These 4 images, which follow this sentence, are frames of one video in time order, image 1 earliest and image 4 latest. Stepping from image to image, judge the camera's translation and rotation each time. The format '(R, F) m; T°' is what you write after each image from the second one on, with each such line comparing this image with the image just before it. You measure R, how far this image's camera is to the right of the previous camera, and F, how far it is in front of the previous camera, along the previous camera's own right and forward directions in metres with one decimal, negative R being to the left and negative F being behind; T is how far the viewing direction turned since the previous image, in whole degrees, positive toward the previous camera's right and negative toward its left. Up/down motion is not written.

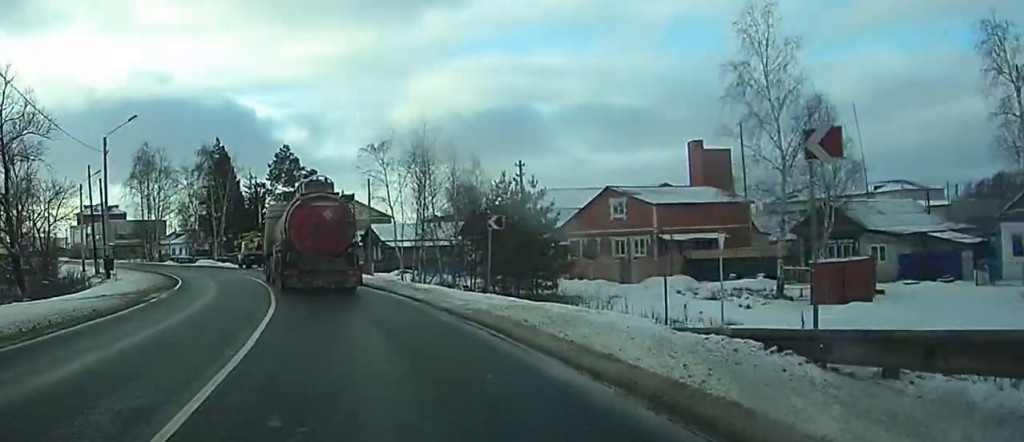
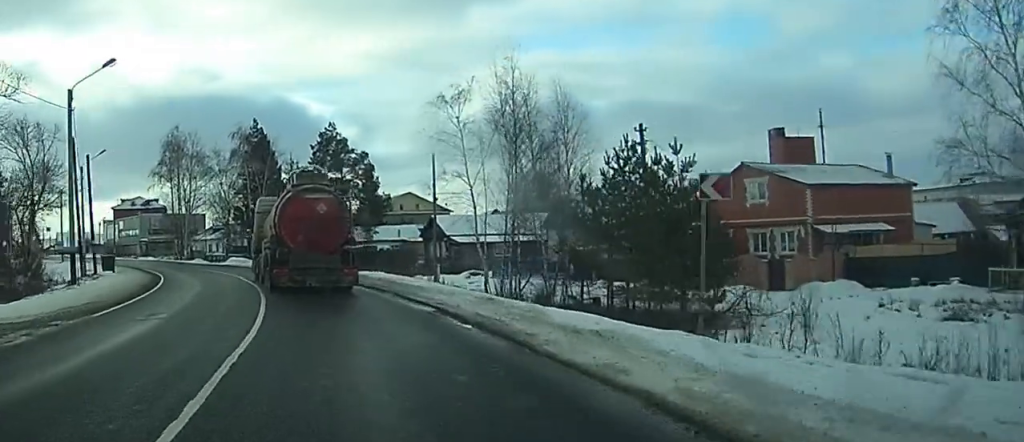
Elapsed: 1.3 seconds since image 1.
(-0.6, +16.4) m; -6°
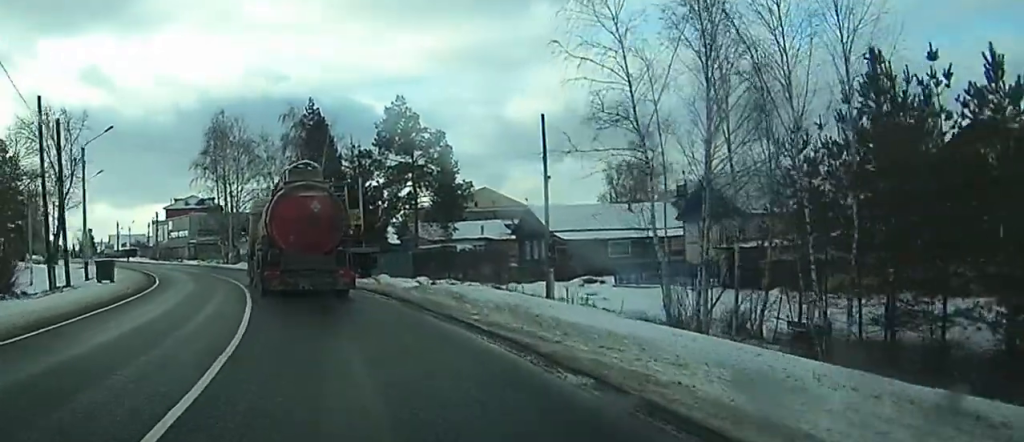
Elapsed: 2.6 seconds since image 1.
(-1.3, +16.8) m; -7°
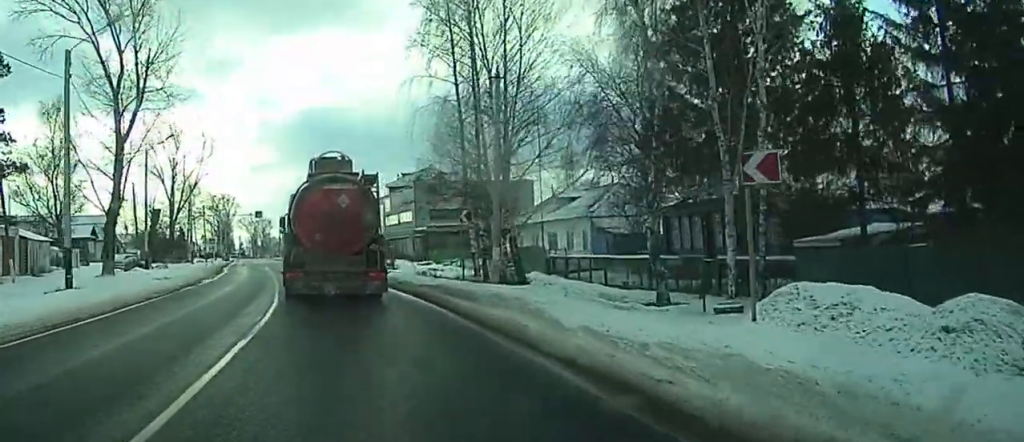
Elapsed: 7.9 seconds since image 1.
(-12.5, +59.8) m; -15°
